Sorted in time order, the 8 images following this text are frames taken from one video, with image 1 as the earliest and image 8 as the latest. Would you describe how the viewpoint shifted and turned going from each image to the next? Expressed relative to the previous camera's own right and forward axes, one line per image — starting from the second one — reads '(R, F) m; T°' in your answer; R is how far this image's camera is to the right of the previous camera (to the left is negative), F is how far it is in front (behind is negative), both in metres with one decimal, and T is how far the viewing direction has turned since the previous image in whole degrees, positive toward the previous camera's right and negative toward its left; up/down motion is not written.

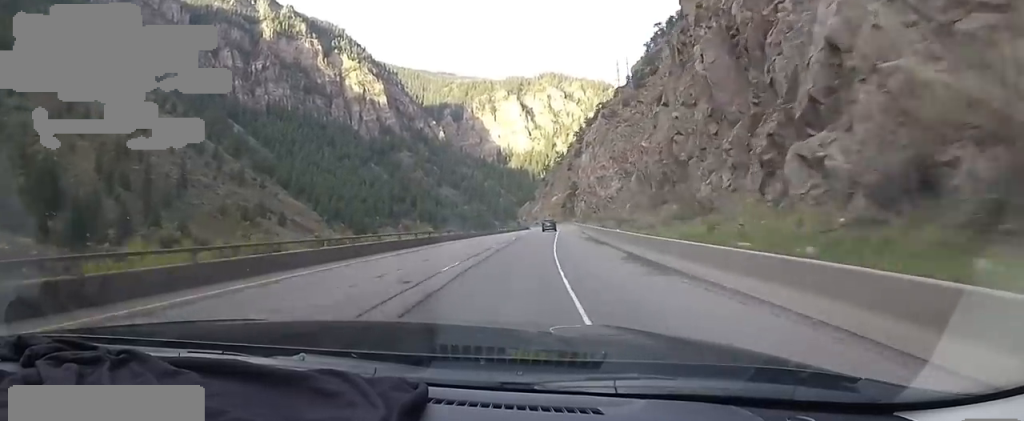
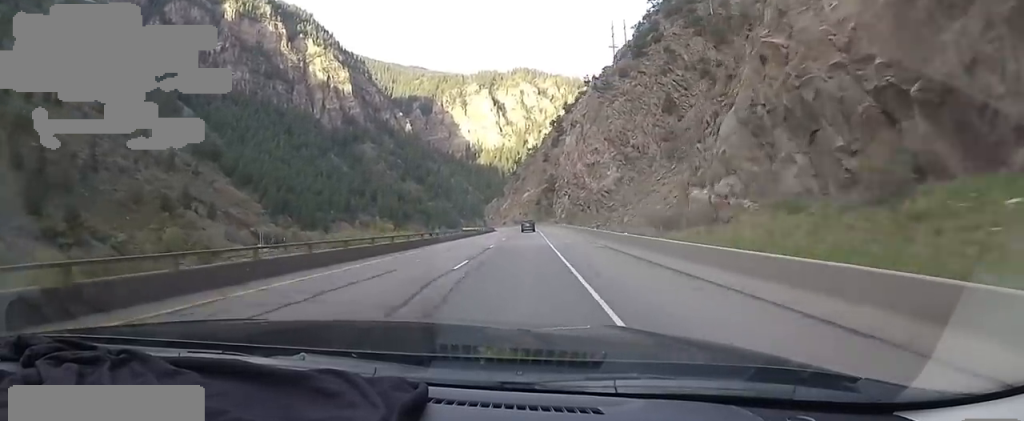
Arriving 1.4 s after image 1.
(+1.5, +35.0) m; +4°
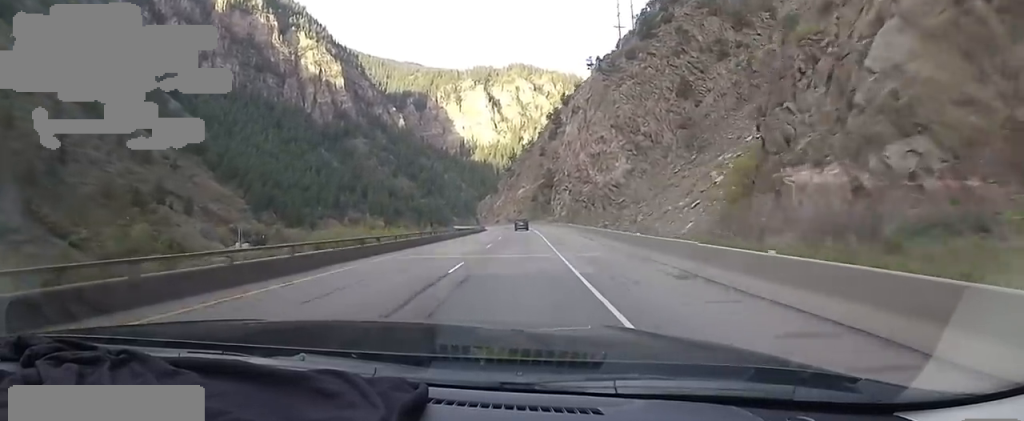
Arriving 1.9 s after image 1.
(+0.1, +13.3) m; +2°
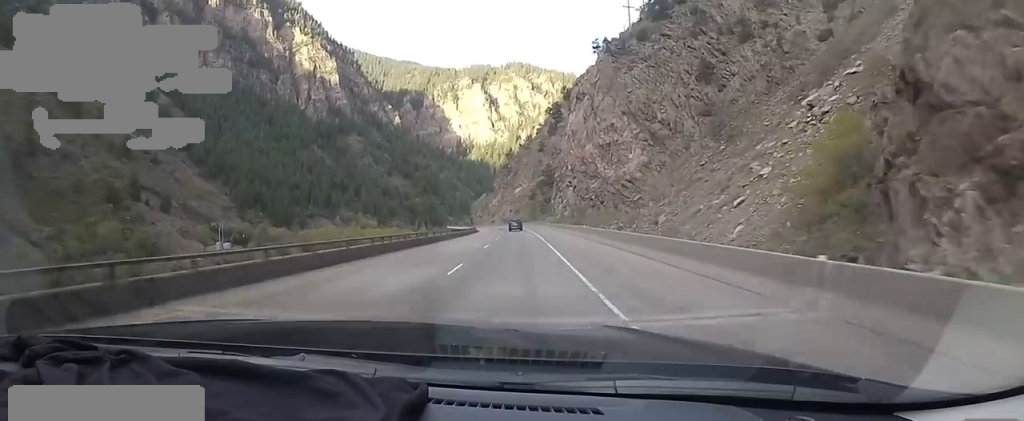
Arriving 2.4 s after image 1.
(-0.1, +12.5) m; +2°
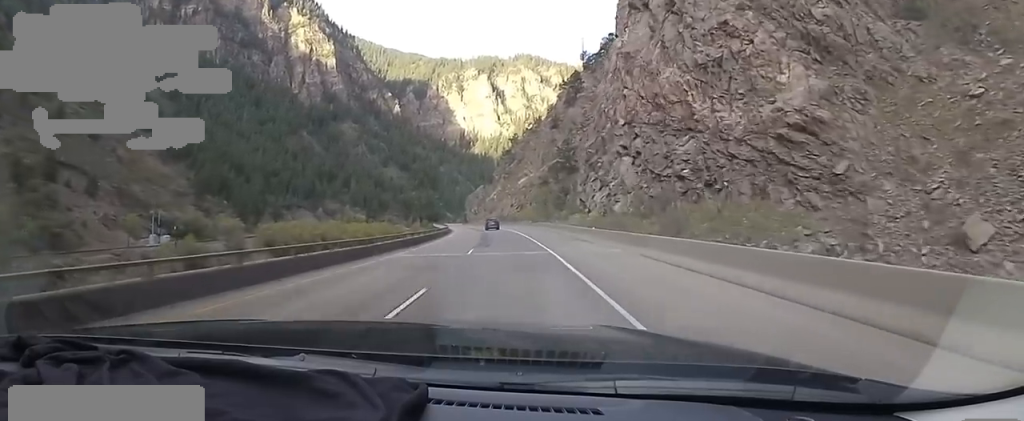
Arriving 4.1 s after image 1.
(-0.3, +42.6) m; -4°
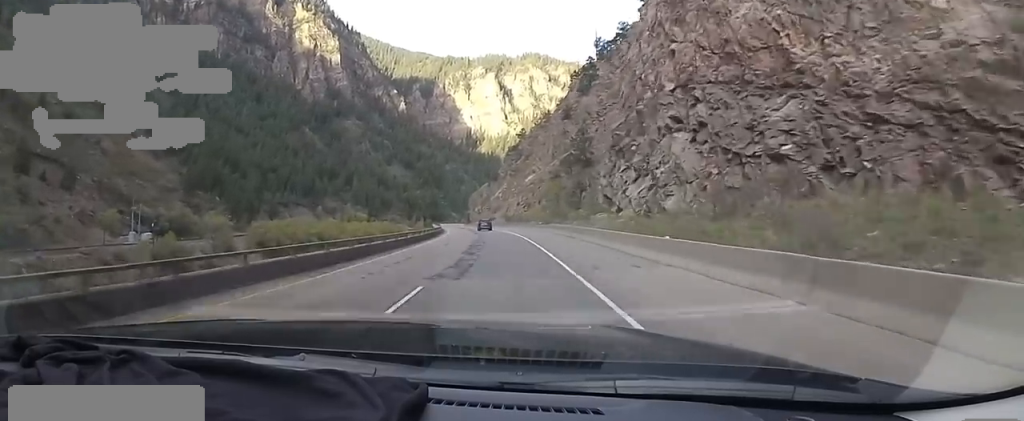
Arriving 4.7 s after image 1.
(-0.2, +13.3) m; -1°
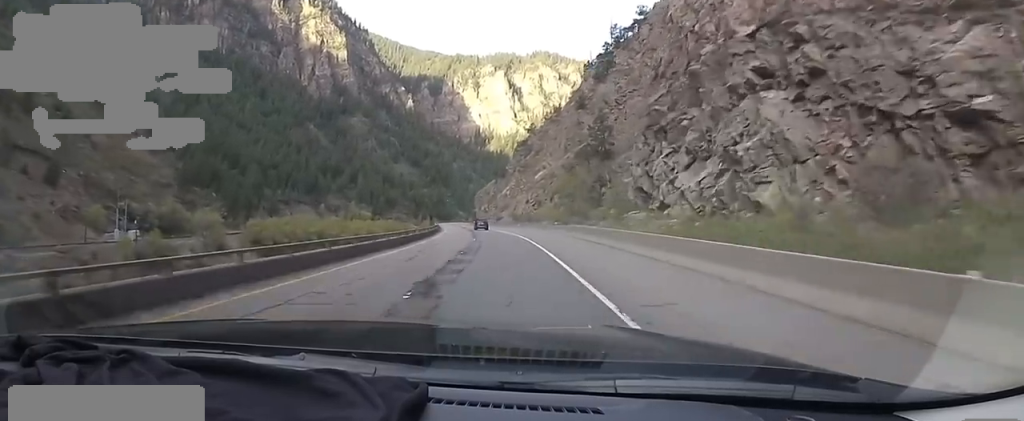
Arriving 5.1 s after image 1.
(+0.2, +10.7) m; -1°
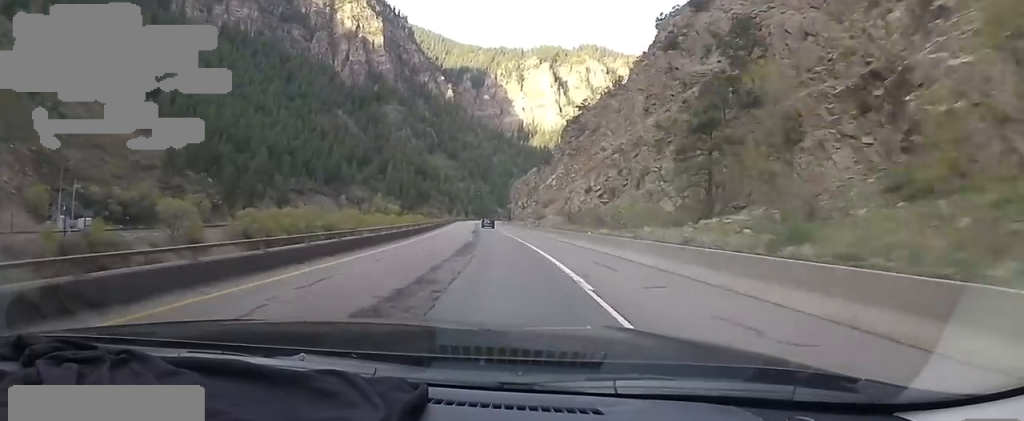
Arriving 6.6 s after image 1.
(-1.5, +38.0) m; -4°
